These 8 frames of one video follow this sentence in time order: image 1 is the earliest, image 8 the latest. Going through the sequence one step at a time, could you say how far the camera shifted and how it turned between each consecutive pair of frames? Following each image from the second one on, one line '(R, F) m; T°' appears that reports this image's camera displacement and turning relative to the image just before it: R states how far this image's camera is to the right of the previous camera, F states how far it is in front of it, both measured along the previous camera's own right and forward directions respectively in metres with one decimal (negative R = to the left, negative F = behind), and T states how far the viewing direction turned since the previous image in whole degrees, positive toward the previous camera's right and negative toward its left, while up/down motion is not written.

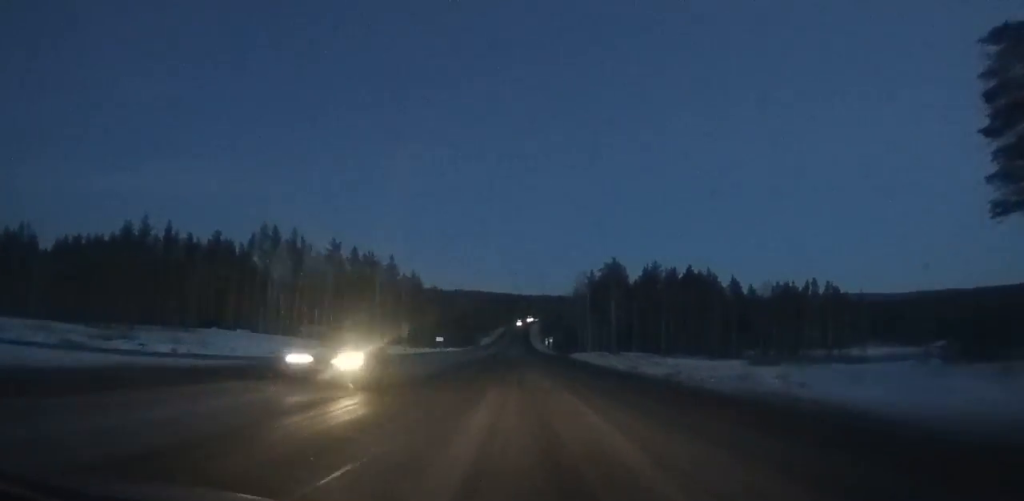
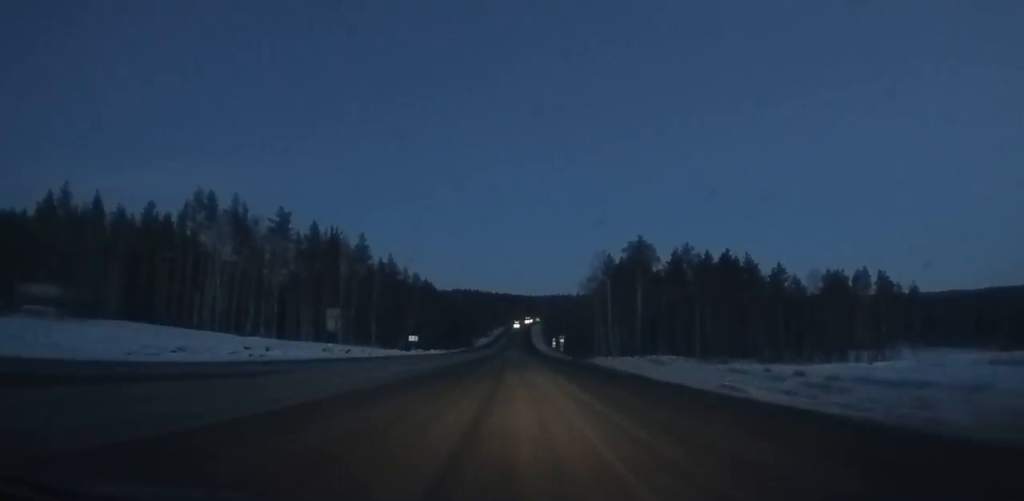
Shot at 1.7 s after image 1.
(-0.1, +30.1) m; 0°
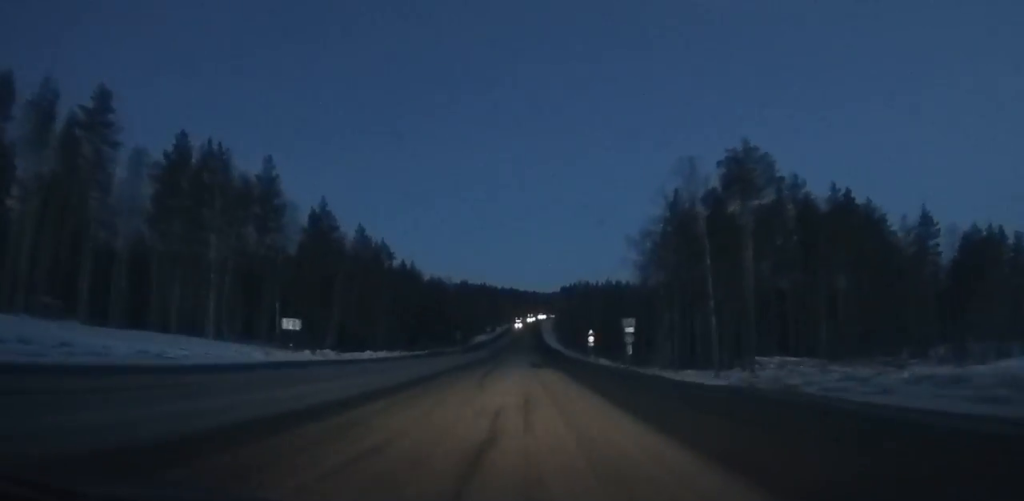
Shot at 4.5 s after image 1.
(0.0, +48.5) m; 0°
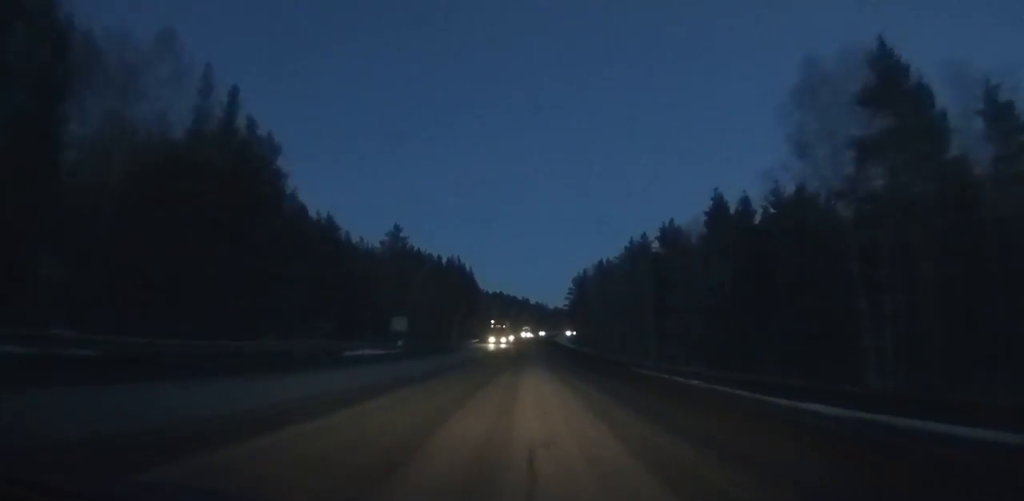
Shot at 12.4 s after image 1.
(-0.2, +138.3) m; 0°
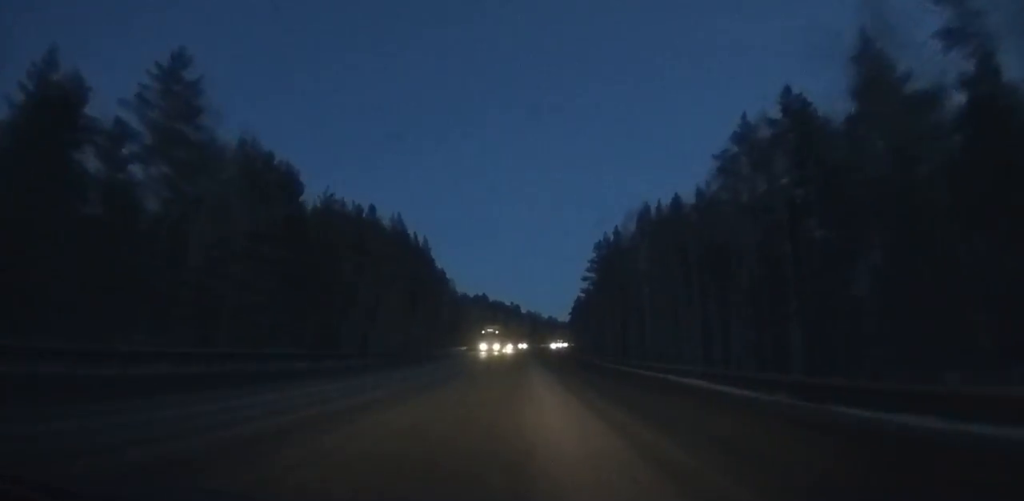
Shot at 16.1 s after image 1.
(+0.3, +67.7) m; +1°
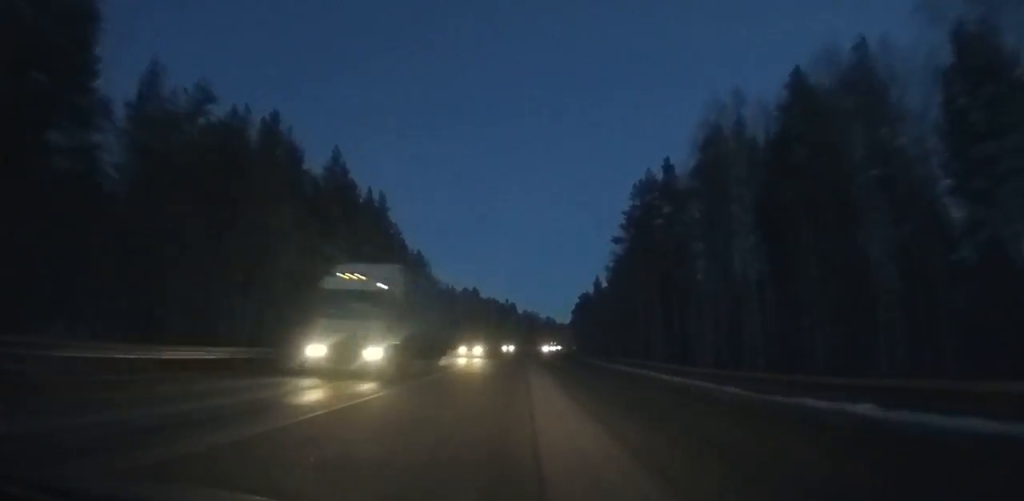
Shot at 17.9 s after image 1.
(+0.1, +33.4) m; 0°
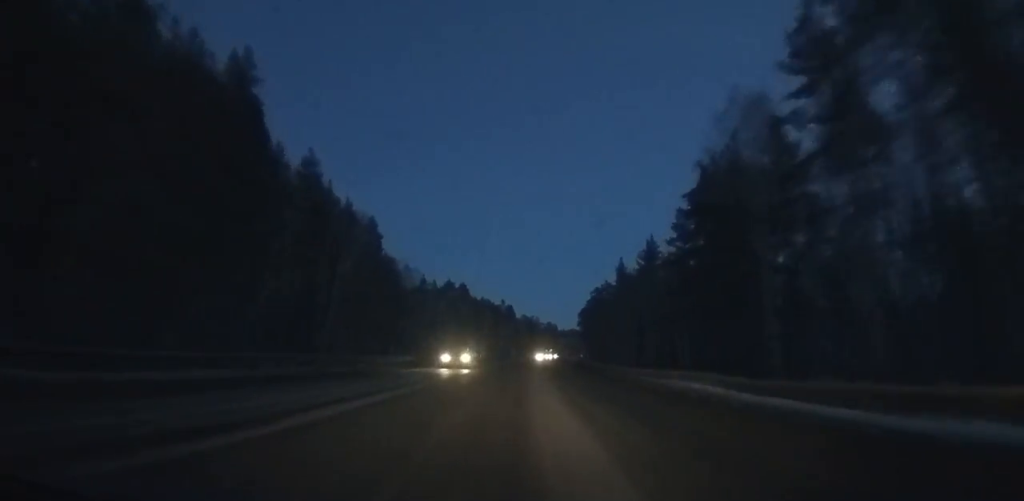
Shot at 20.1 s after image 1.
(+0.1, +41.4) m; +1°
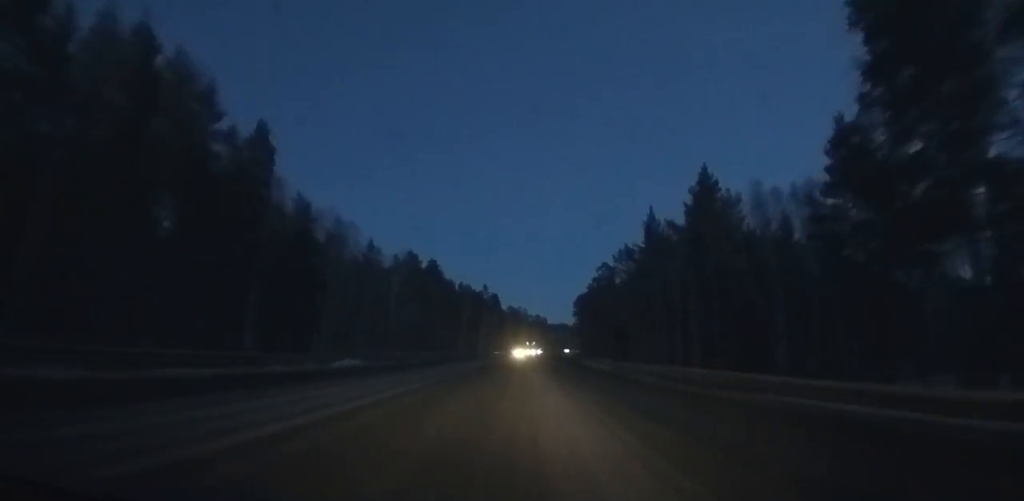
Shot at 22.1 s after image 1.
(+0.3, +38.0) m; +1°
